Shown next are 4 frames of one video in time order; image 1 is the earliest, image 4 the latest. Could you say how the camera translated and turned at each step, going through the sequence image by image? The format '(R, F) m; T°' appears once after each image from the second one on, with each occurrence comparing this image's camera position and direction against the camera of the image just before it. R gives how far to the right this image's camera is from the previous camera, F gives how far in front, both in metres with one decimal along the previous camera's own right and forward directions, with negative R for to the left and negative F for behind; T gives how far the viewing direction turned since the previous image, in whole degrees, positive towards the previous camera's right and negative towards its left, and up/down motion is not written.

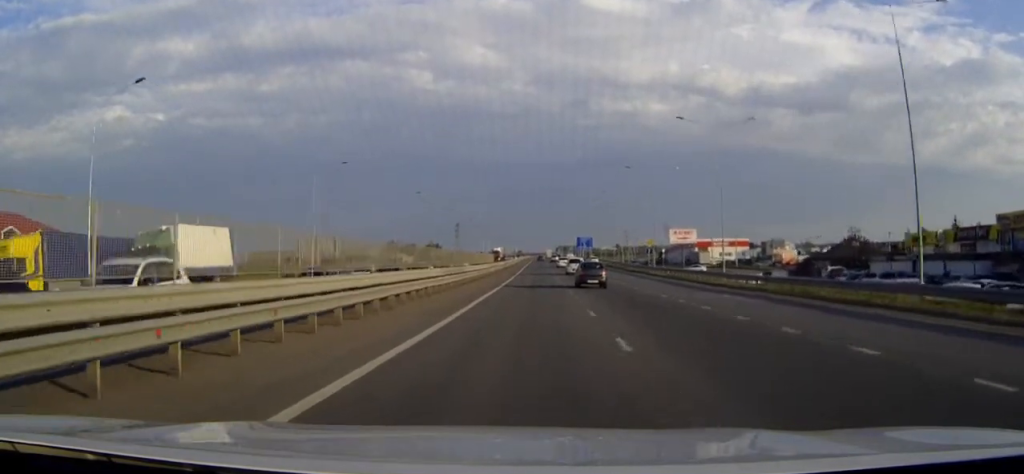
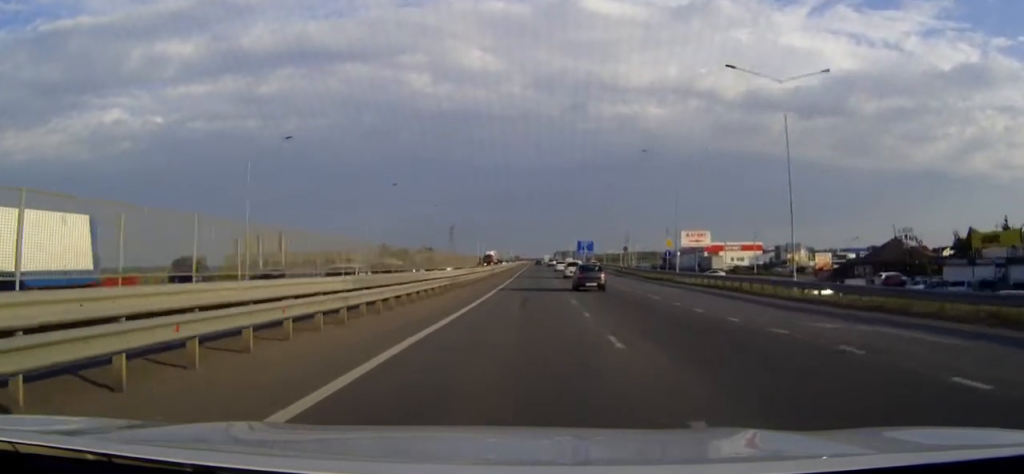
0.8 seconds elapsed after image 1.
(+0.1, +15.6) m; +1°
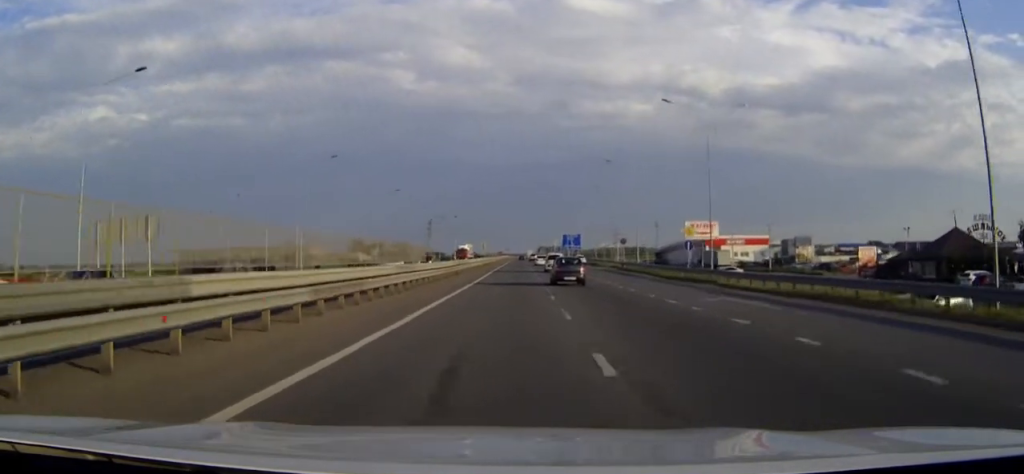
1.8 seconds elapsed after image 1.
(+0.1, +20.0) m; +1°
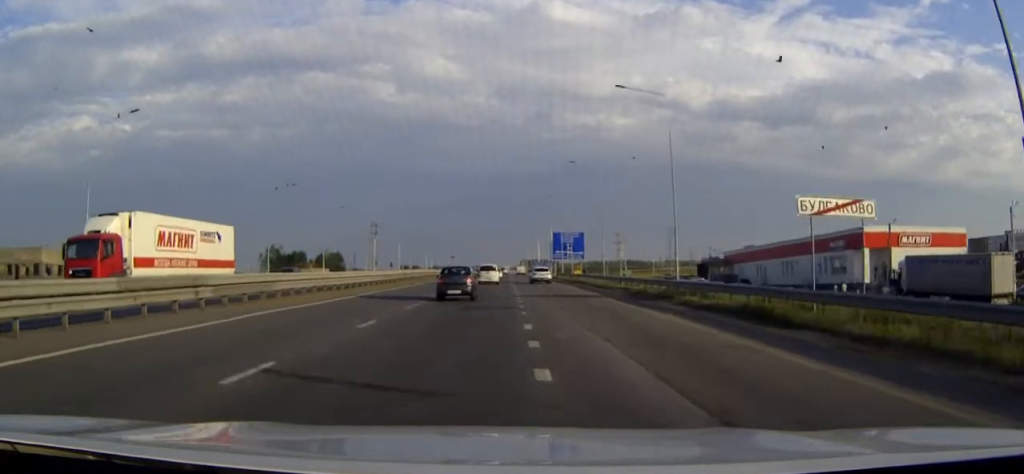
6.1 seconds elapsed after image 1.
(+1.0, +81.4) m; +1°
